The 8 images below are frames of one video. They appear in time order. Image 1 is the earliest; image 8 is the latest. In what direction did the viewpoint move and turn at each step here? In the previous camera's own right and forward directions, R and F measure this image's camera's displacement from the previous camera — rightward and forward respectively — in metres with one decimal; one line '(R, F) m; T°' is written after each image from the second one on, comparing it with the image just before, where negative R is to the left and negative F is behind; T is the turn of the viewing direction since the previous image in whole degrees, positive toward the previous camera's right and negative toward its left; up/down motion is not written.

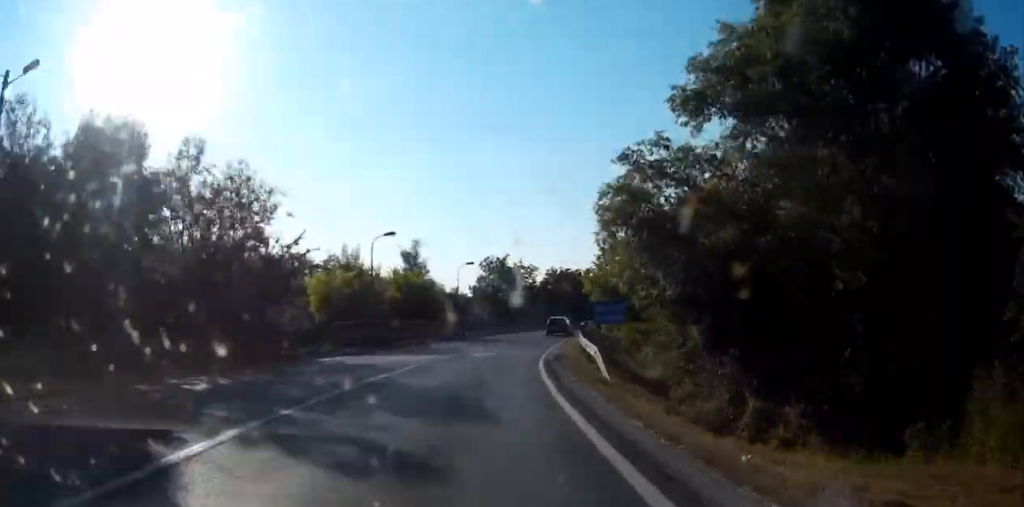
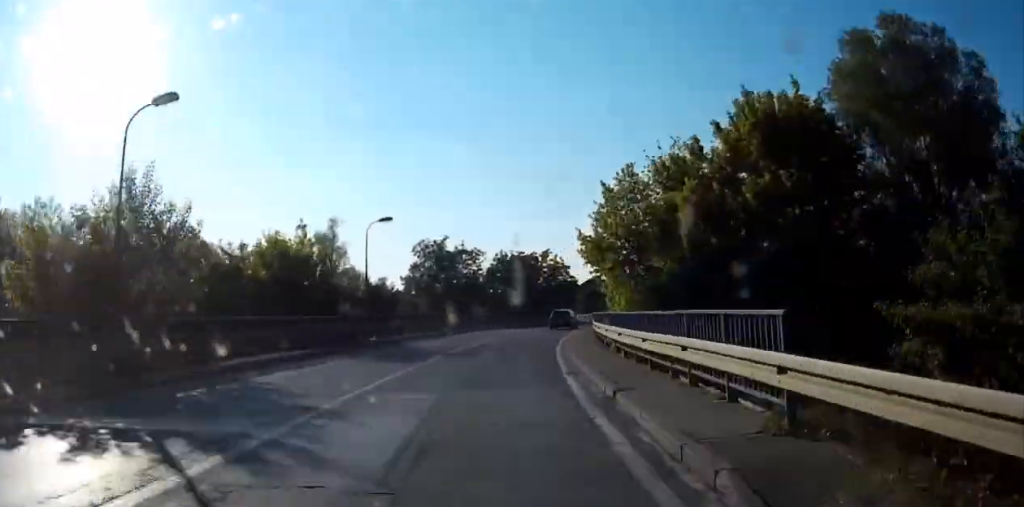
(+1.4, +21.4) m; +5°
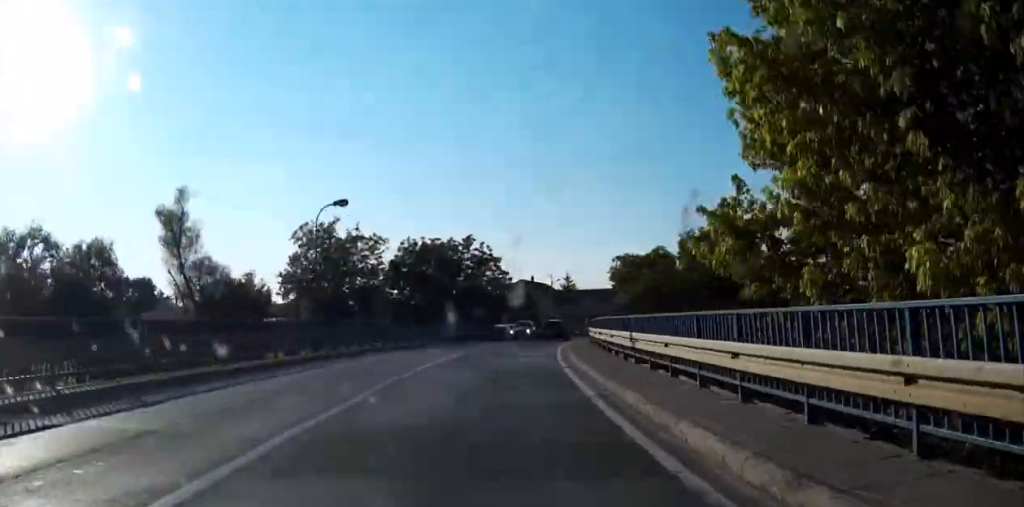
(+0.3, +24.7) m; +6°
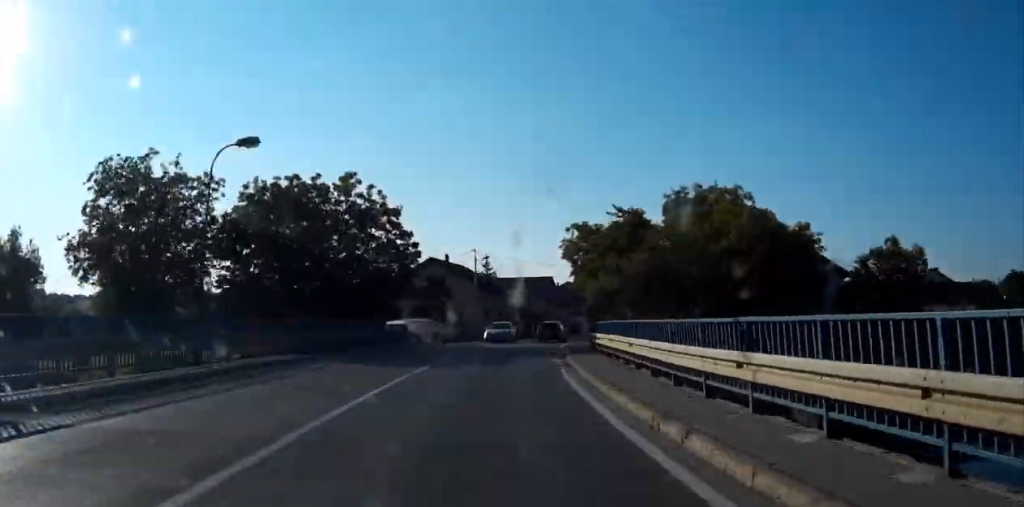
(+2.5, +27.9) m; +7°
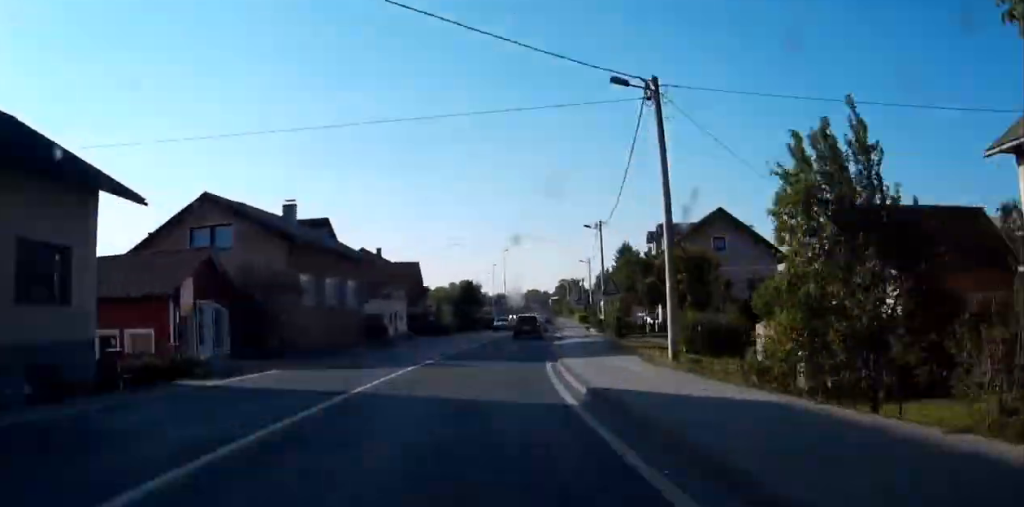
(+7.3, +60.2) m; +12°
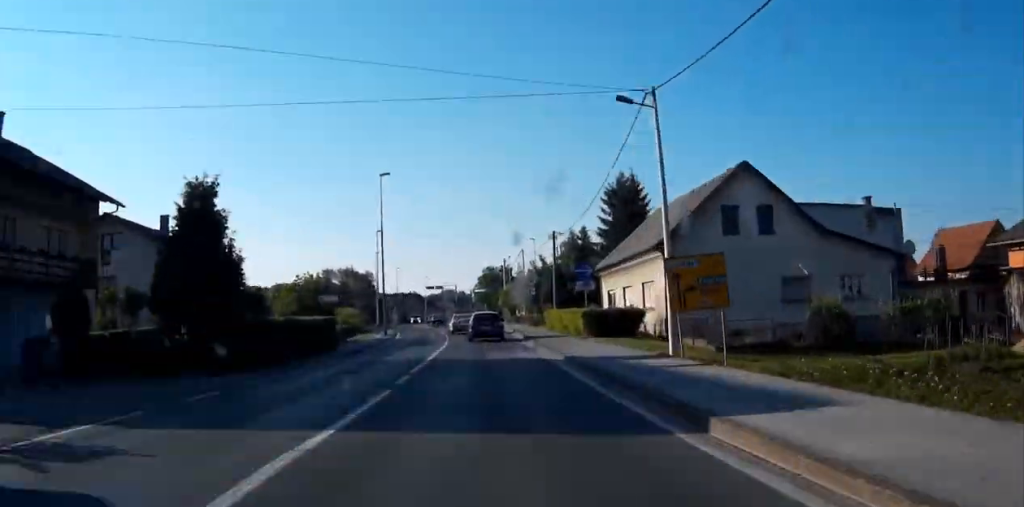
(+3.6, +62.5) m; +4°
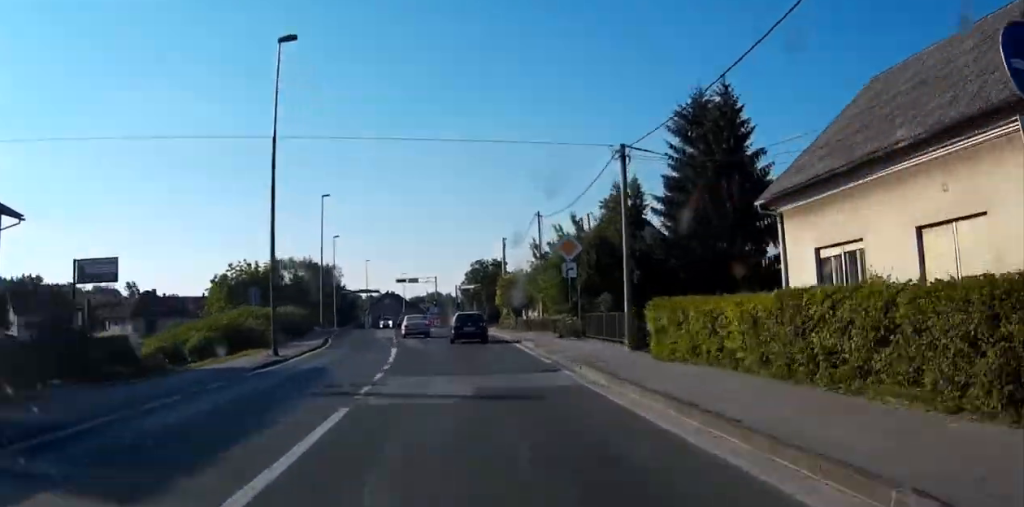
(+0.1, +26.6) m; 0°
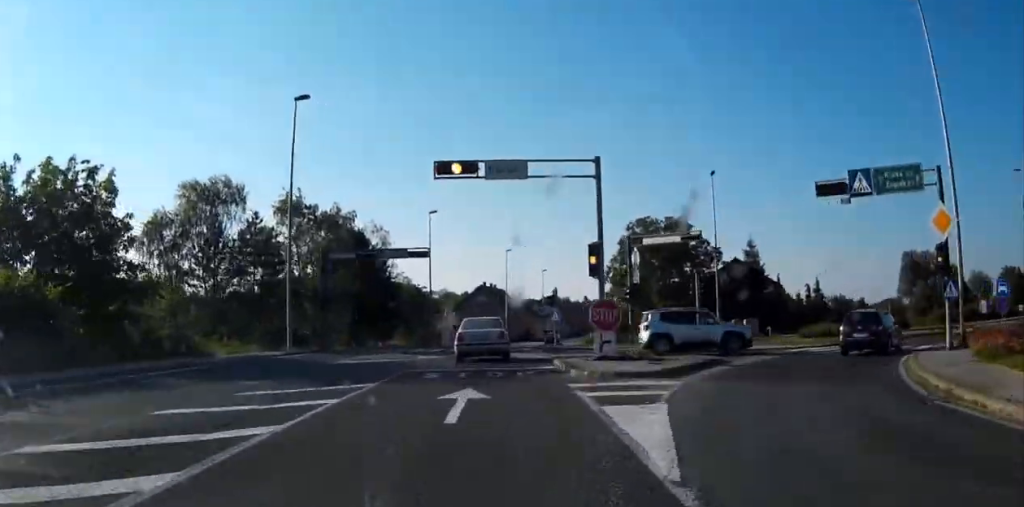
(+5.5, +59.1) m; +18°
